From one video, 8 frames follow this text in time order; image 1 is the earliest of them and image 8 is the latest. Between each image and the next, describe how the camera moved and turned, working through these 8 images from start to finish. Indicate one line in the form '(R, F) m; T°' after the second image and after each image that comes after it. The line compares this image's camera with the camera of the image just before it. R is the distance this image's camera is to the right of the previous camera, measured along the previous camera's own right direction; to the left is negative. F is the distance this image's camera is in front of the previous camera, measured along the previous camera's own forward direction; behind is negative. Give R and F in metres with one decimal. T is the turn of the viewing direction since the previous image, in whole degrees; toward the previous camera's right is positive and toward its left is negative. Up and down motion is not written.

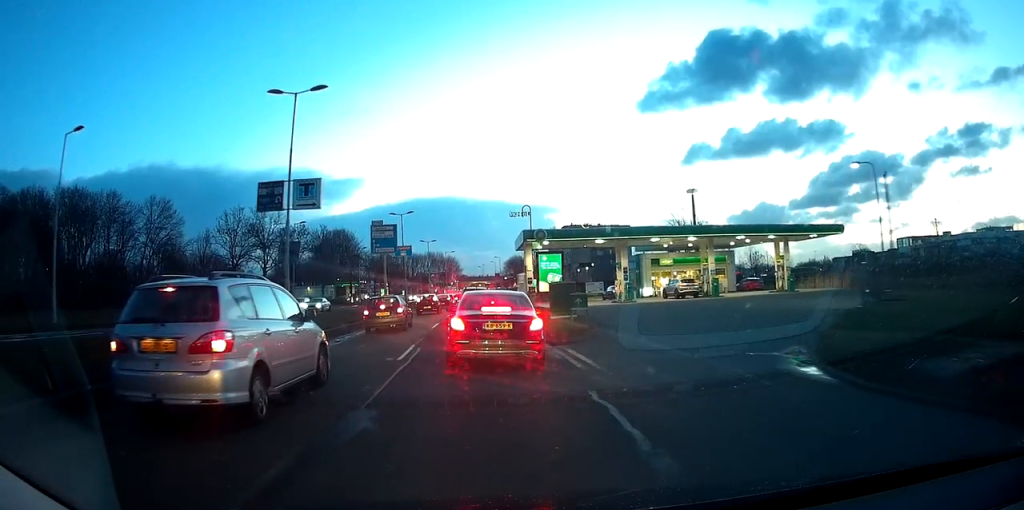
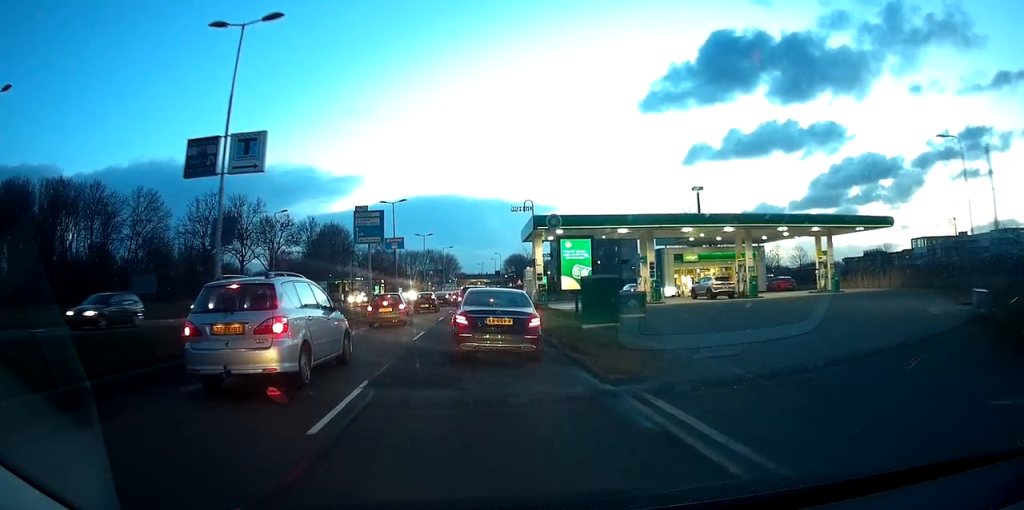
(+0.2, +6.8) m; +1°
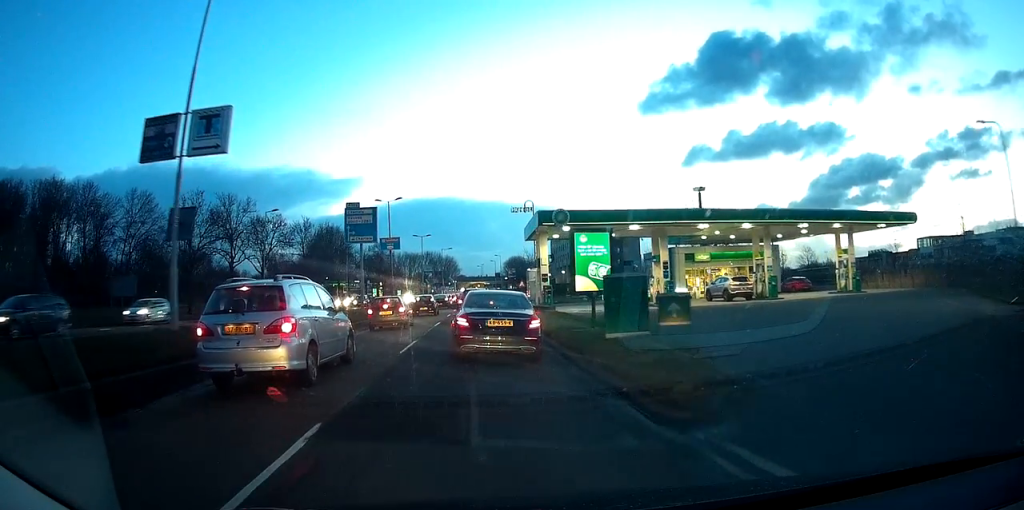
(+0.1, +2.8) m; -1°
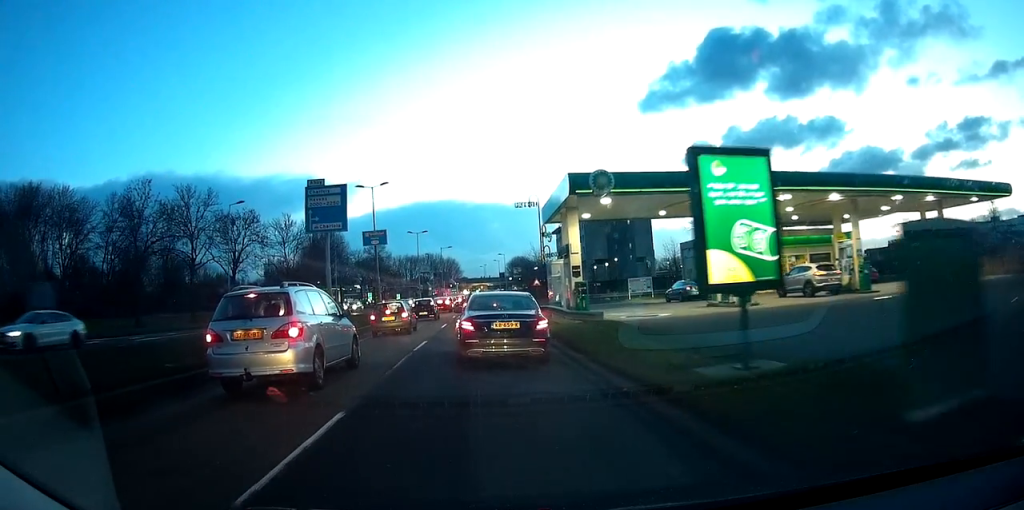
(-0.5, +9.6) m; -2°
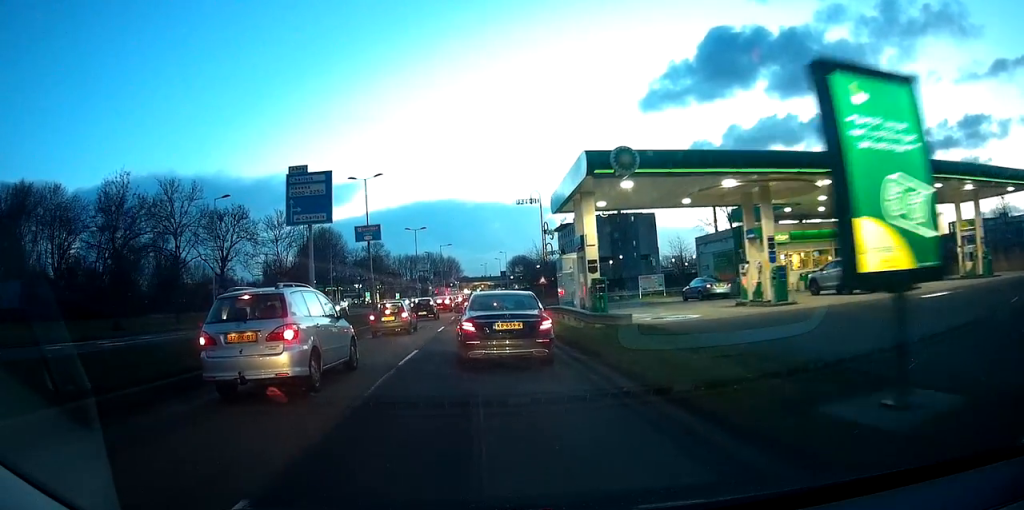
(0.0, +3.3) m; +2°
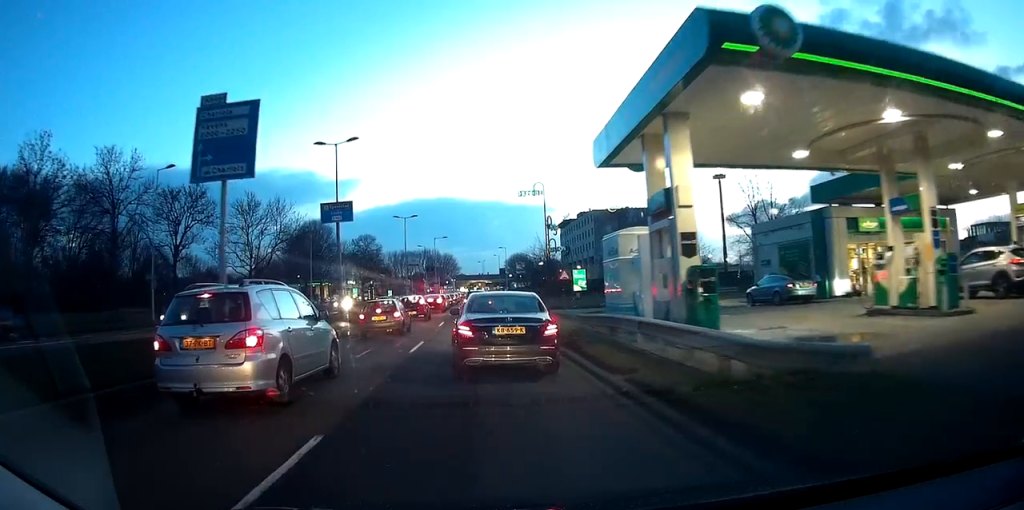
(+0.4, +10.1) m; +1°
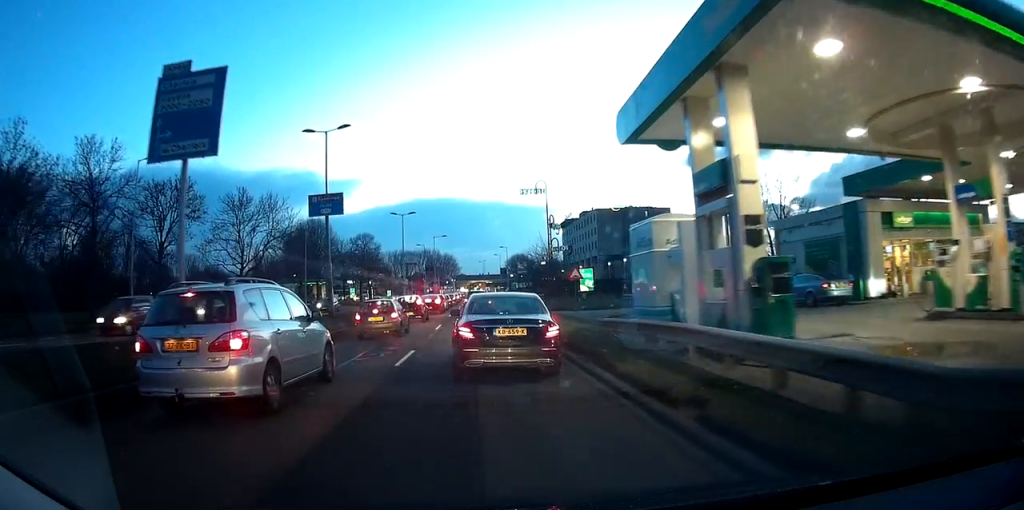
(-0.2, +2.9) m; 0°
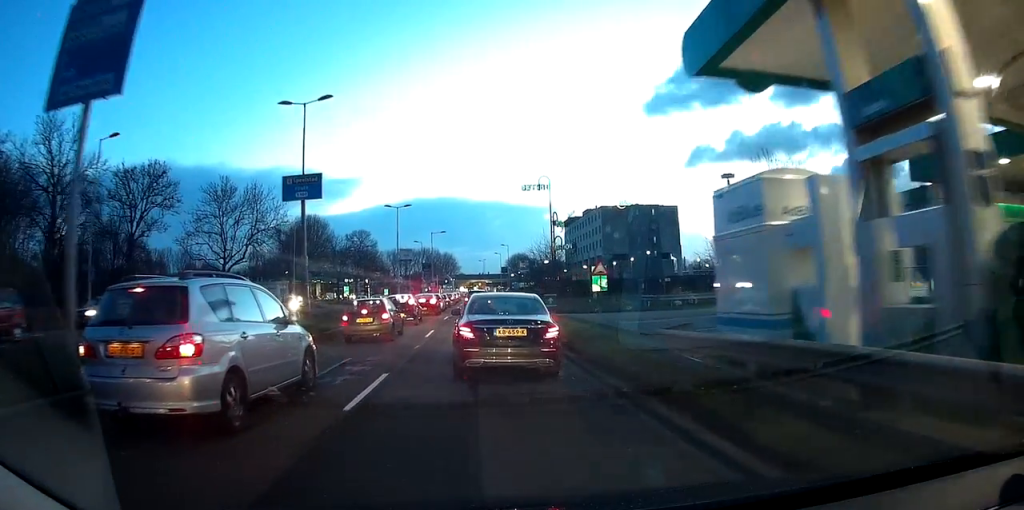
(-0.1, +4.9) m; +1°
